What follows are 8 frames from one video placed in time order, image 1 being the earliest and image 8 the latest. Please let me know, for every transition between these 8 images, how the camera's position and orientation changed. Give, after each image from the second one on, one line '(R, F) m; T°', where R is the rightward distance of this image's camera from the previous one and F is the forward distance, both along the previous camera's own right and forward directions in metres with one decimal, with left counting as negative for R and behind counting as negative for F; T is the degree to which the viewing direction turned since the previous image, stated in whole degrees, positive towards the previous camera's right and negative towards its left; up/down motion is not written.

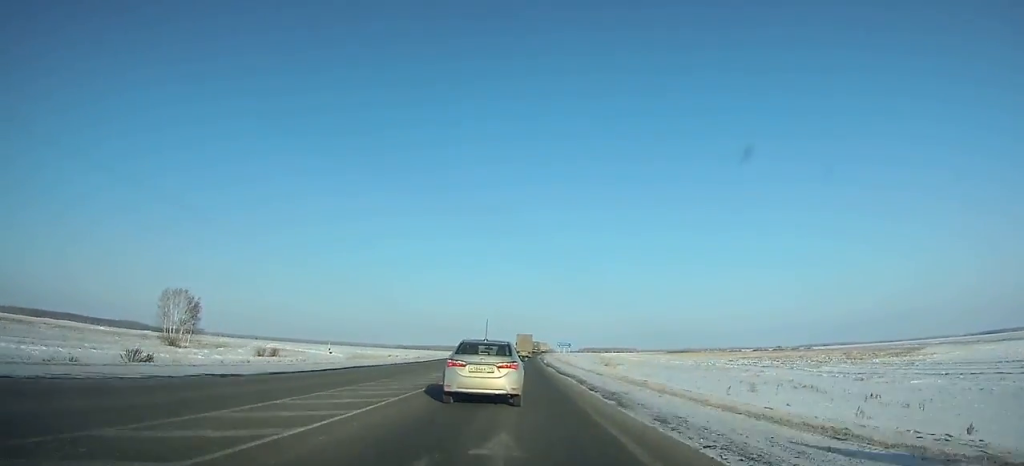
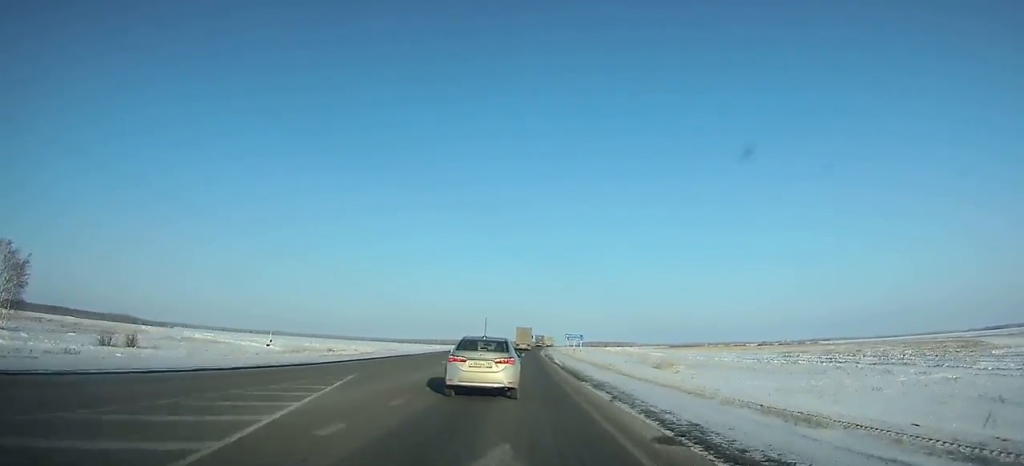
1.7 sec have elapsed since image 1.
(+0.1, +31.6) m; +1°
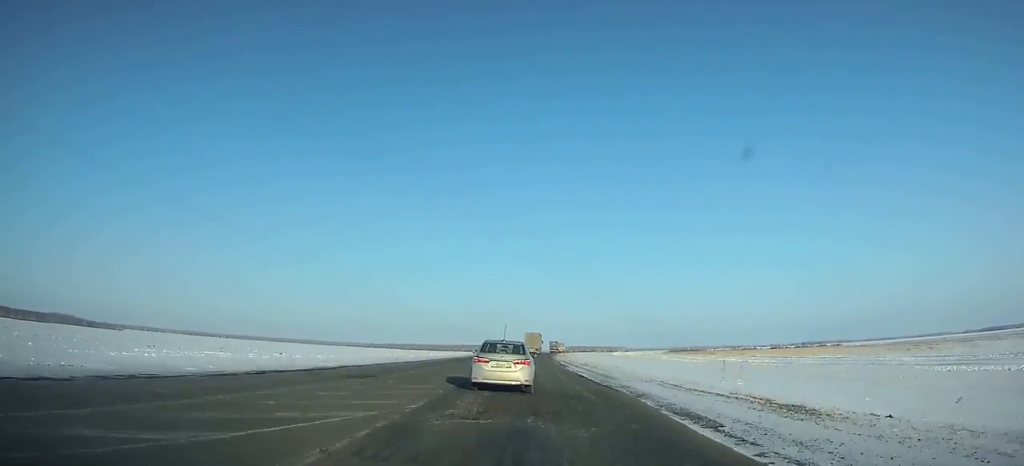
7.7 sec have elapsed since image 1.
(+2.2, +111.2) m; +2°
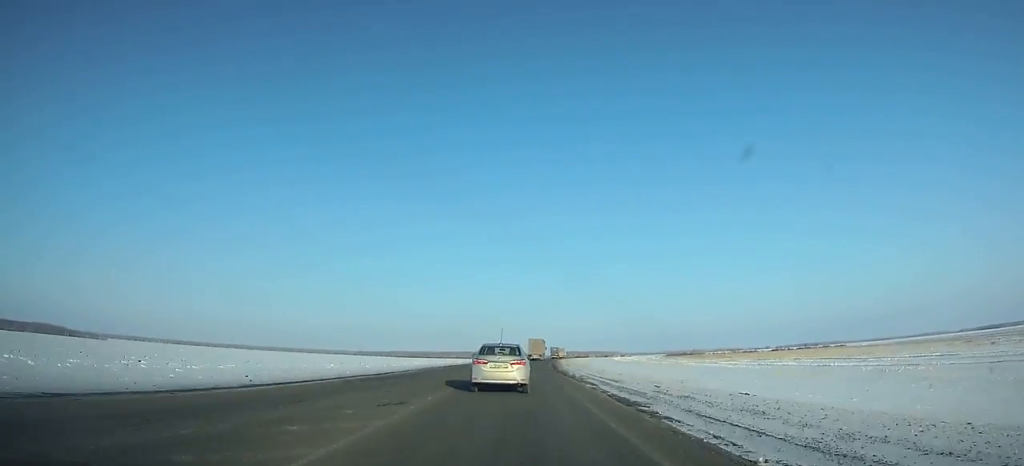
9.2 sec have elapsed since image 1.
(+0.2, +28.7) m; +1°
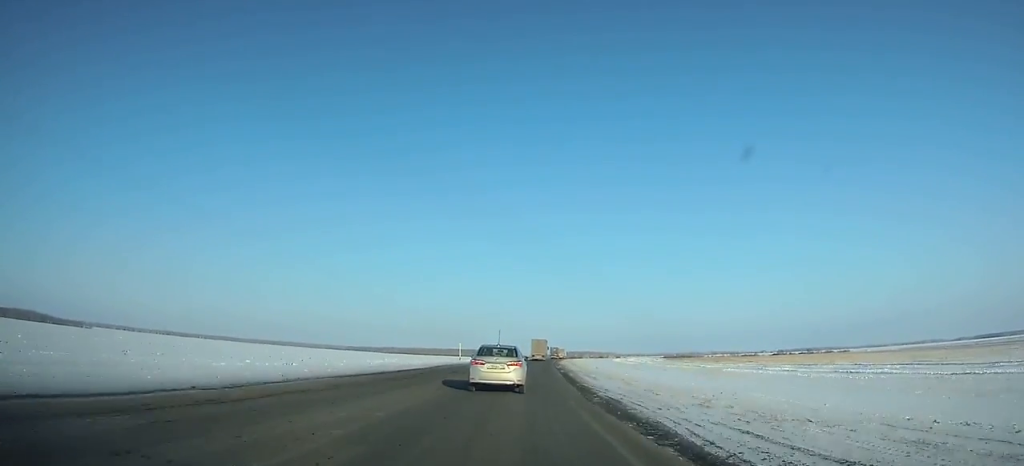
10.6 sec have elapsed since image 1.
(-0.1, +26.8) m; +1°
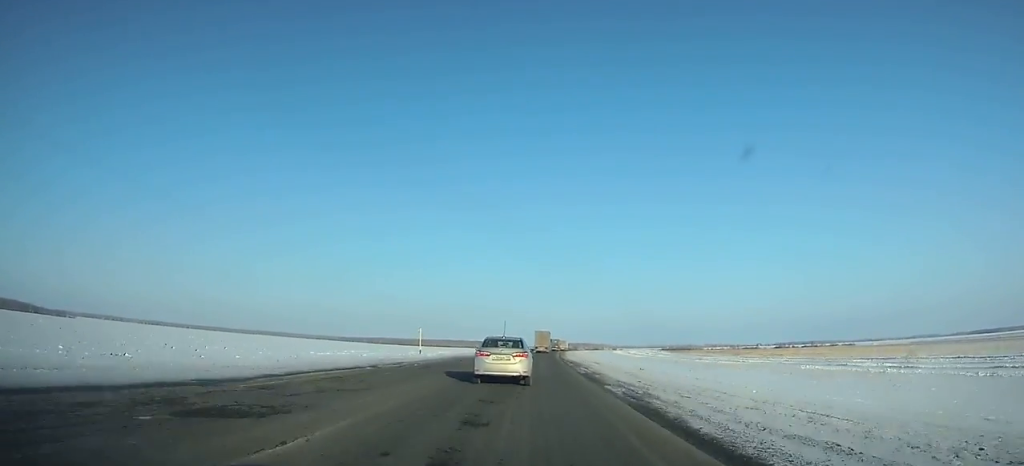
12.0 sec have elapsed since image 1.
(+0.4, +27.5) m; +1°
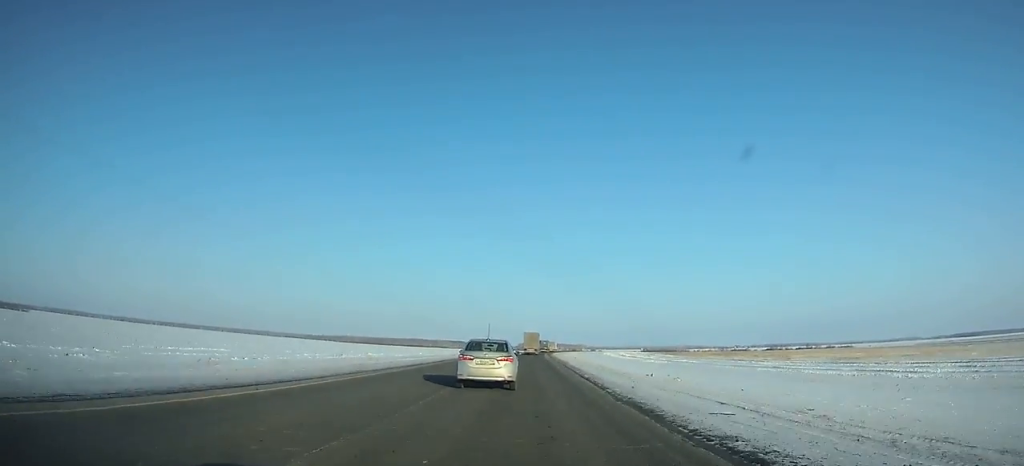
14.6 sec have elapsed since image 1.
(+0.8, +51.6) m; +2°
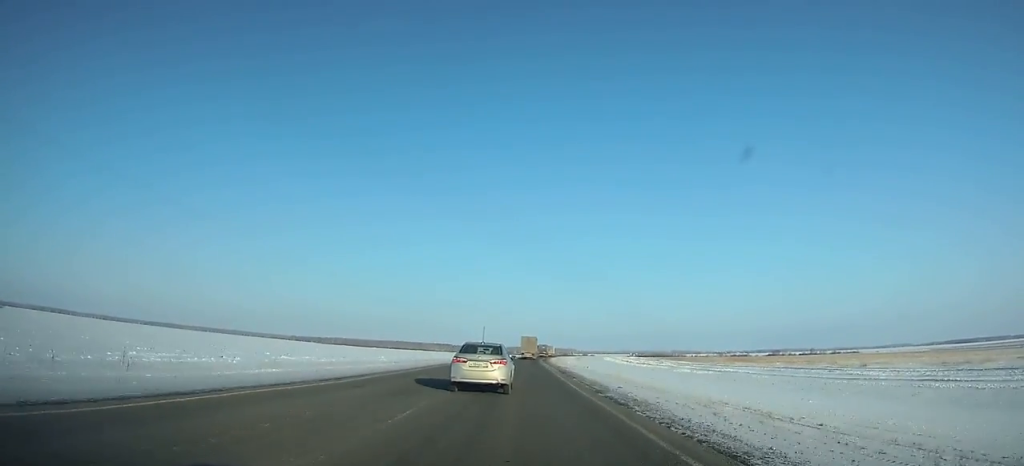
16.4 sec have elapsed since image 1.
(+0.2, +36.1) m; +1°
